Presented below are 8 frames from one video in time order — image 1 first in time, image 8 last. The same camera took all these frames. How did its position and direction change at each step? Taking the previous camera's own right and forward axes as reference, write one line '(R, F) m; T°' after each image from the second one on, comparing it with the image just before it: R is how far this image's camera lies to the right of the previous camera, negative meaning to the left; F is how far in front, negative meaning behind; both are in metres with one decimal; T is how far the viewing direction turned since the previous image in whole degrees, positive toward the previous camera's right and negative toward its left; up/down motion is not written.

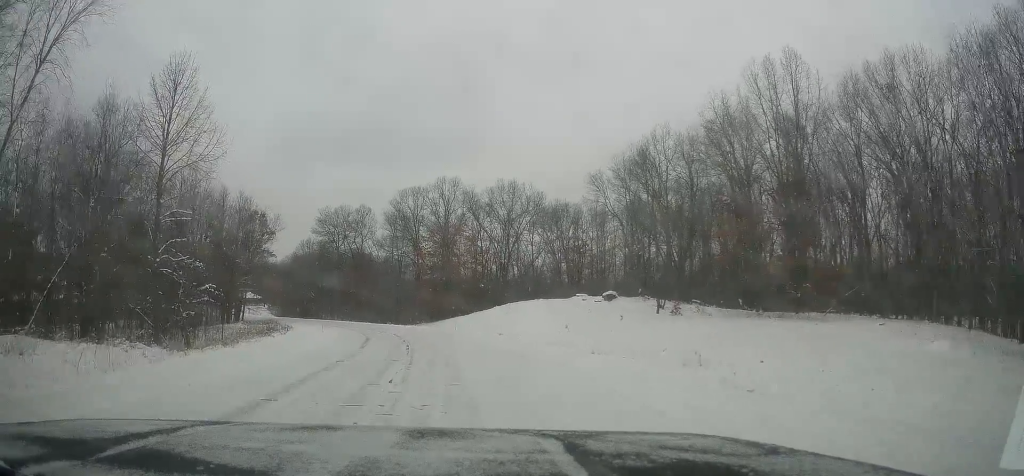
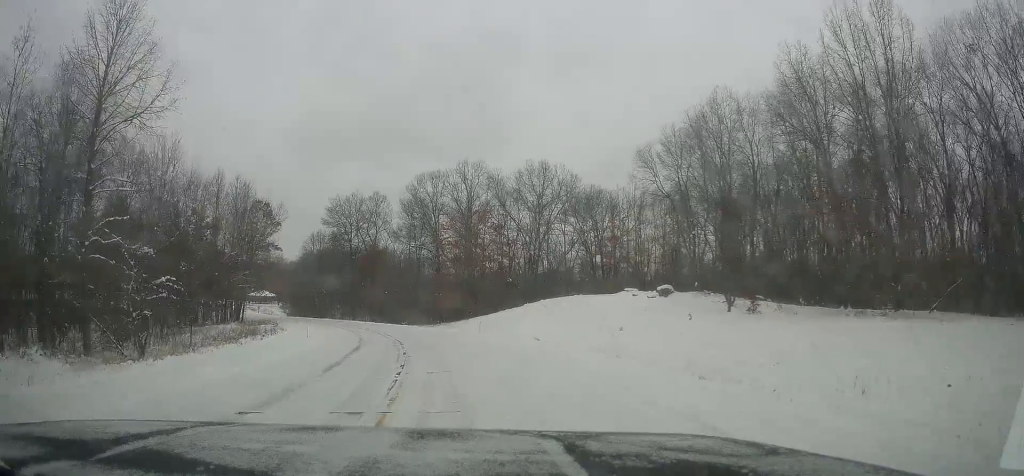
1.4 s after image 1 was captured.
(0.0, +9.1) m; -3°
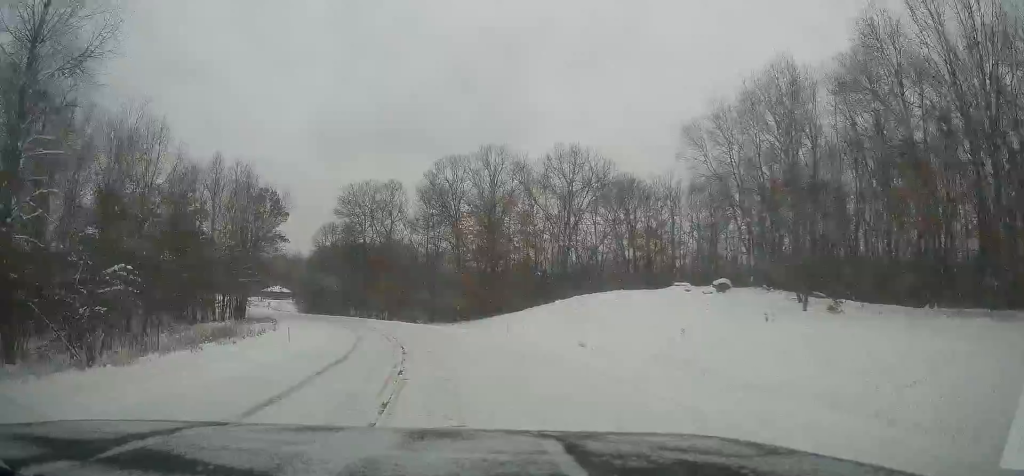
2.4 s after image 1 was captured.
(-0.6, +6.7) m; -4°
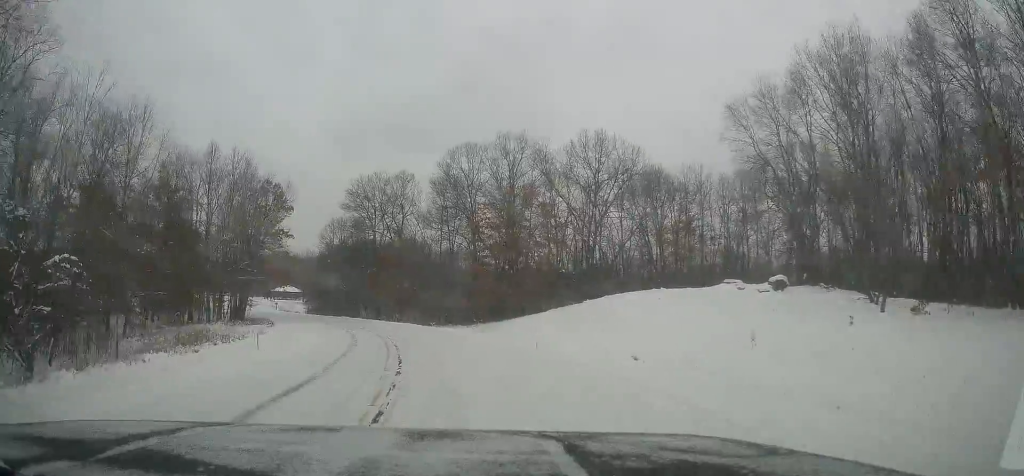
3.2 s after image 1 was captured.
(+0.2, +5.7) m; -4°
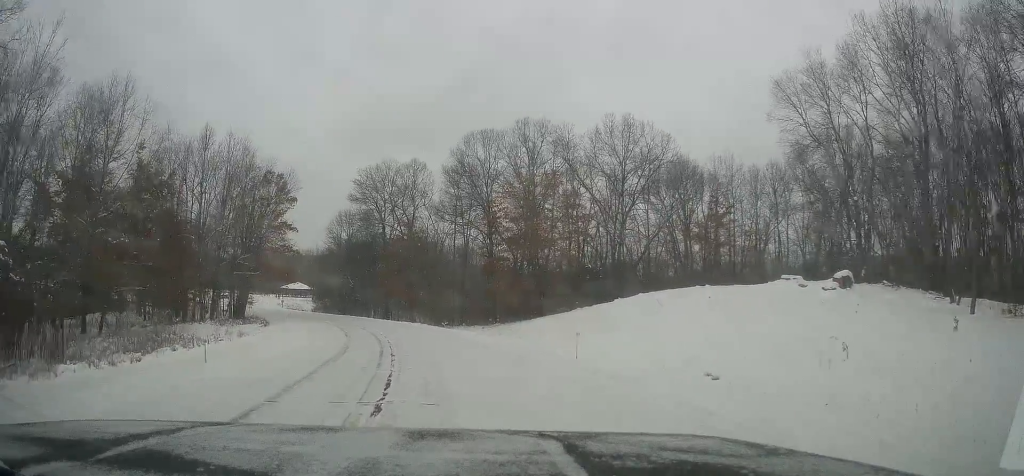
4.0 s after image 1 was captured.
(-0.3, +5.3) m; -3°
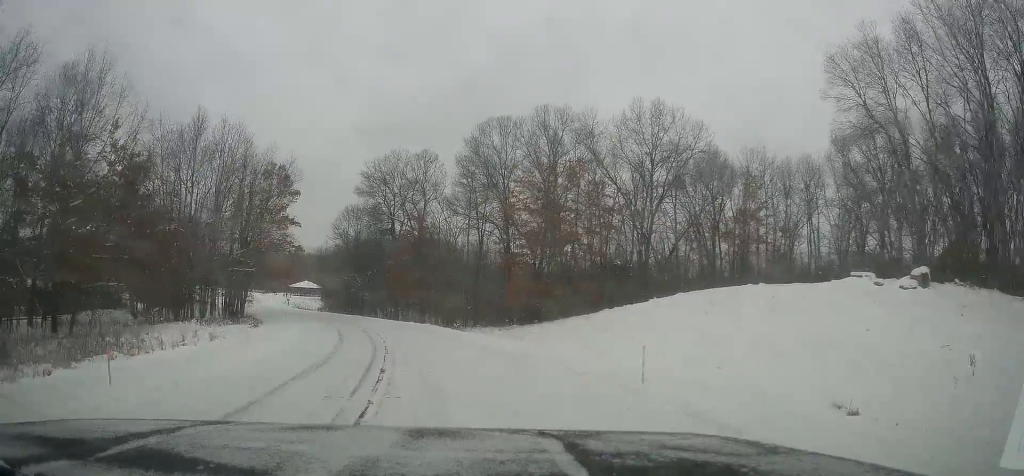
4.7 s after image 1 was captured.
(-0.3, +5.2) m; -1°
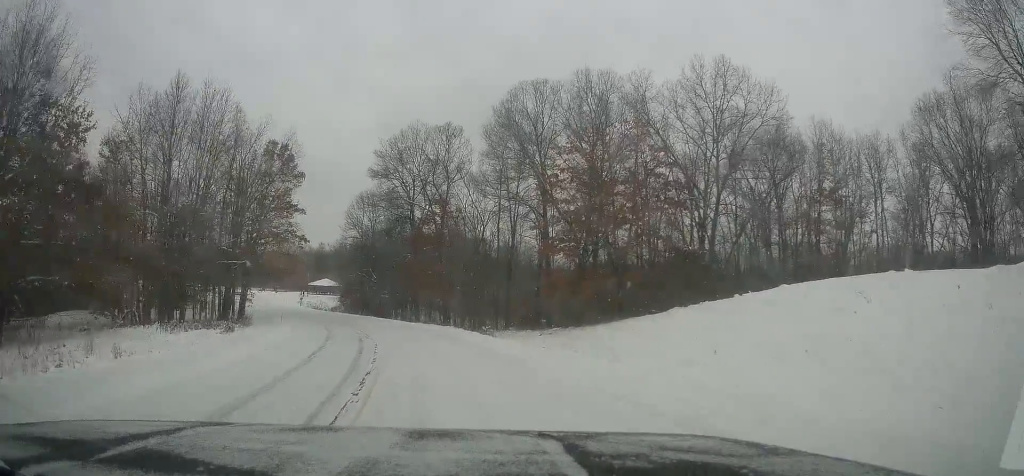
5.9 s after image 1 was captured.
(+0.5, +9.4) m; 0°
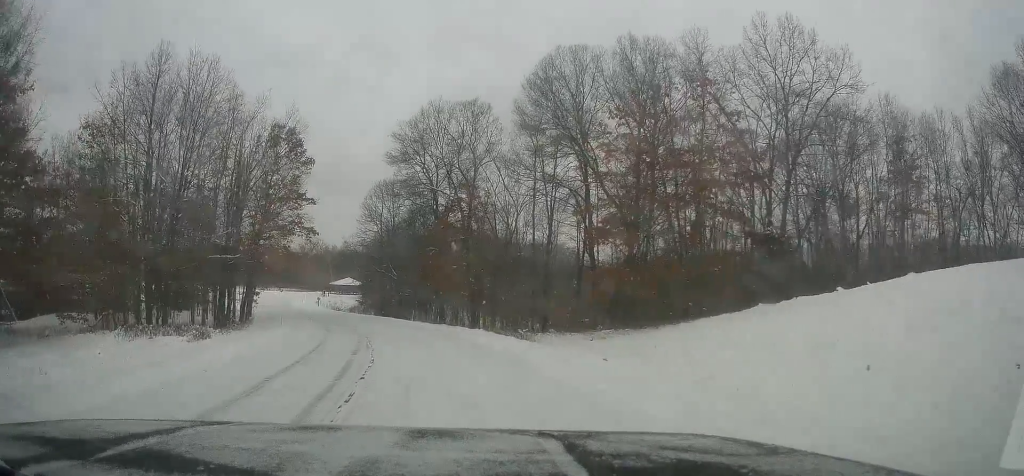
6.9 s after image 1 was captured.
(-0.3, +7.0) m; -5°
